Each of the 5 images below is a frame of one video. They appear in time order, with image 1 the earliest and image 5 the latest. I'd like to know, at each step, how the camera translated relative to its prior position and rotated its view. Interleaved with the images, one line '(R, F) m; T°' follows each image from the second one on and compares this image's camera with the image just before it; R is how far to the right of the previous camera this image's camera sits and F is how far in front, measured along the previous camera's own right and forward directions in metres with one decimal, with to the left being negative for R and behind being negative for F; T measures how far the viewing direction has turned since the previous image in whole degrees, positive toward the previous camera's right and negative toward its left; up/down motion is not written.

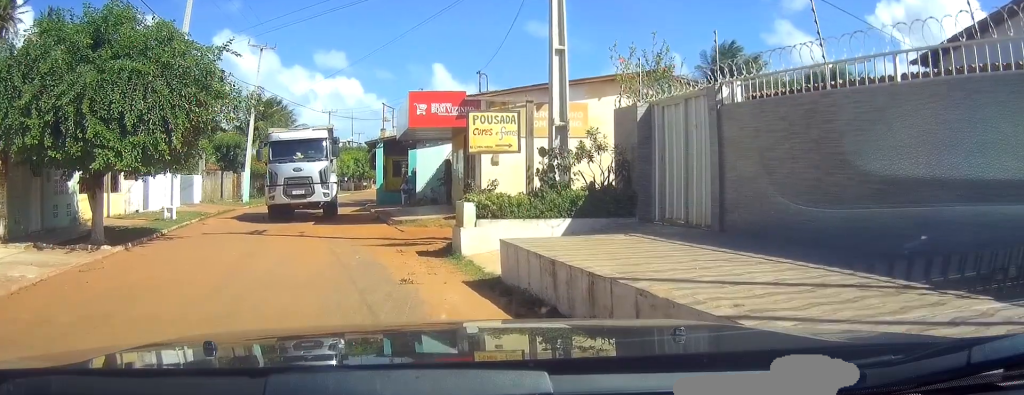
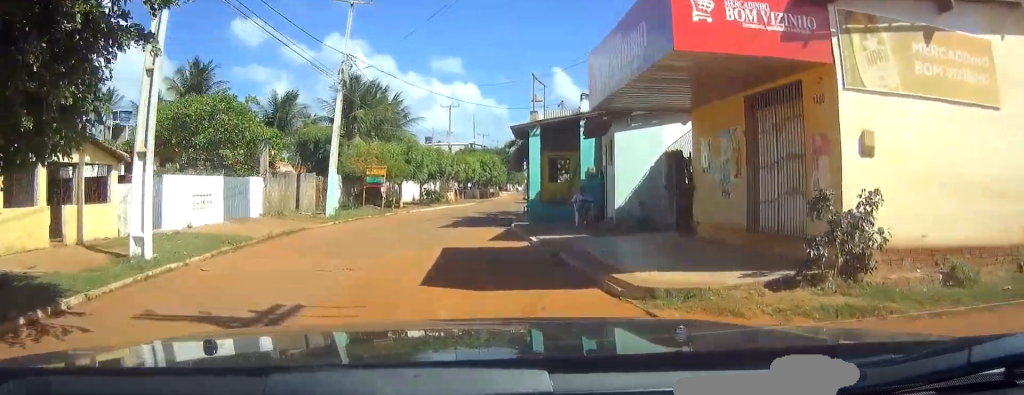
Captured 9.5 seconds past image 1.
(-0.2, +21.0) m; +4°
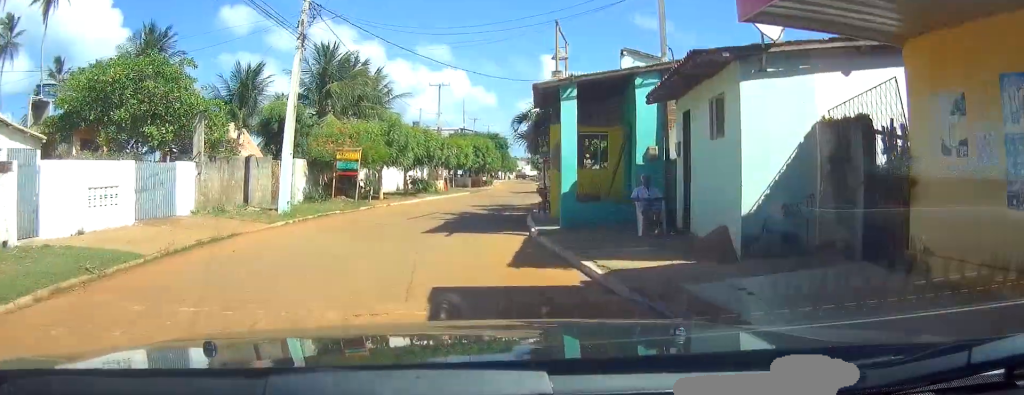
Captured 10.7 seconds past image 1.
(0.0, +5.5) m; -1°
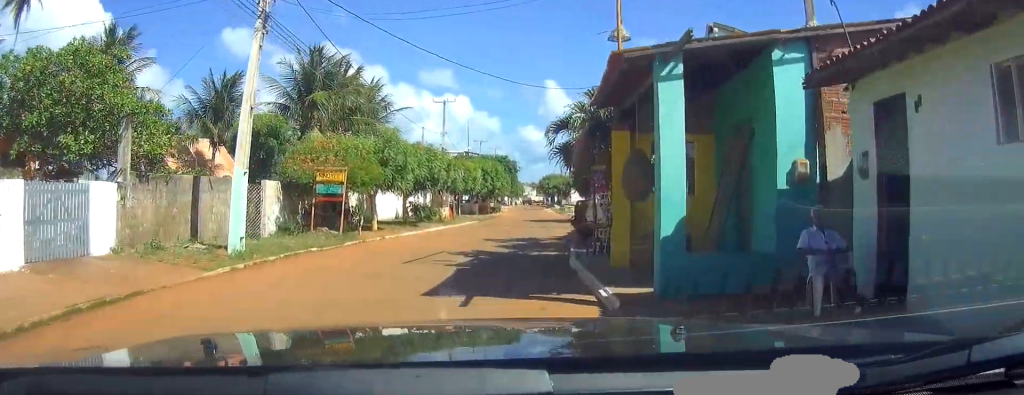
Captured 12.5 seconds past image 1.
(-0.2, +7.7) m; -1°
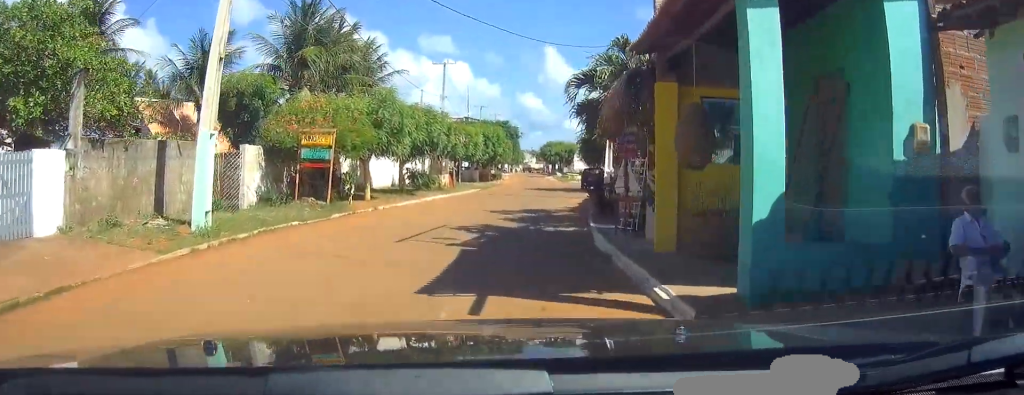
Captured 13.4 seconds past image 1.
(-0.1, +3.5) m; 0°
